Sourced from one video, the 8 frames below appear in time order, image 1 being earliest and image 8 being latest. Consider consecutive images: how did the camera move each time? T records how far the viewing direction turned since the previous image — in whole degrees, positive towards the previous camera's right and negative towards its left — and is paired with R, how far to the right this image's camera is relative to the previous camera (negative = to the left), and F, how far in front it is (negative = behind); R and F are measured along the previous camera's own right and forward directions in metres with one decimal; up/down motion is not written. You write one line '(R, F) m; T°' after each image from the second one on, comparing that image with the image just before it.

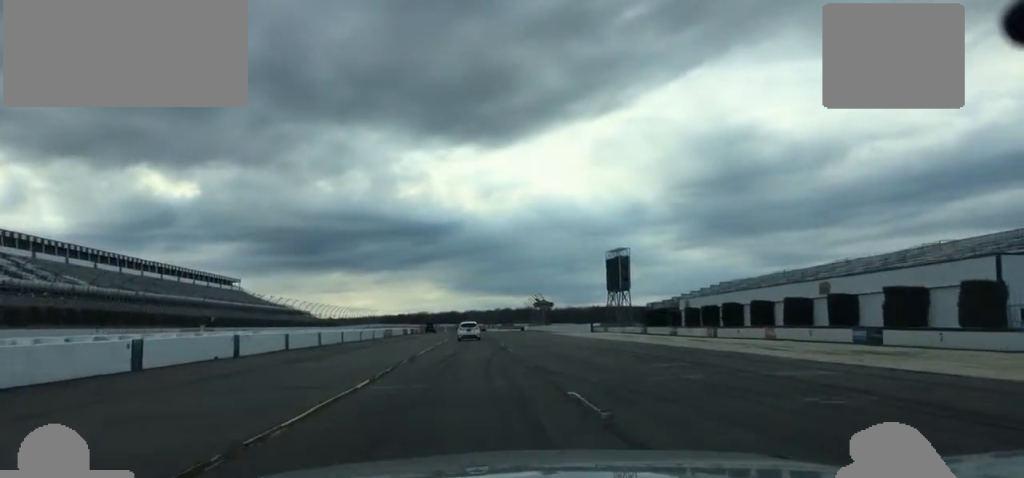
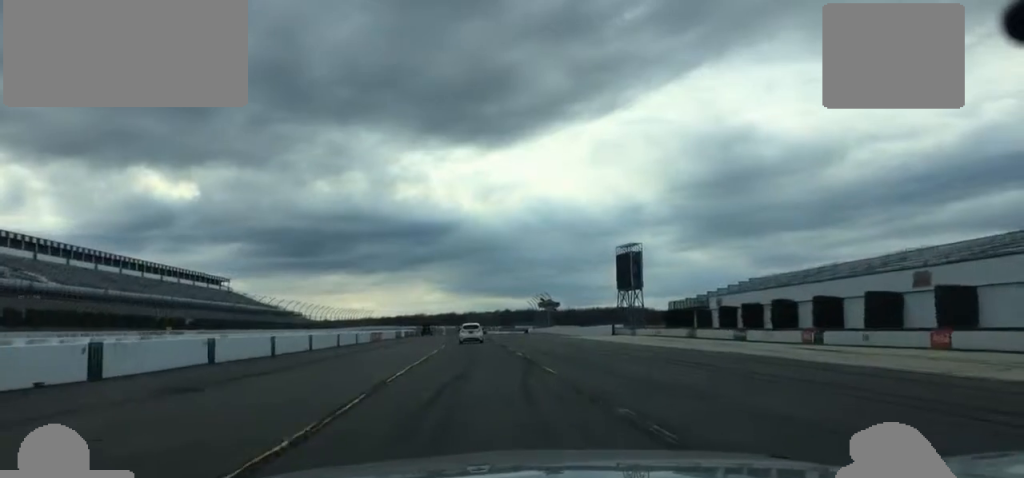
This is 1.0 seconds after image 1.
(+0.7, +14.2) m; +2°
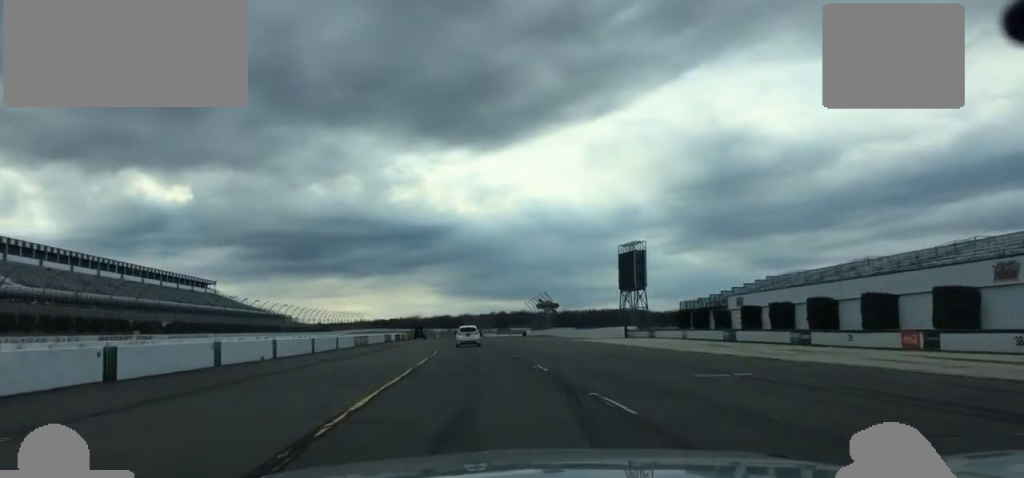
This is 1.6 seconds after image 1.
(-0.1, +8.9) m; +1°
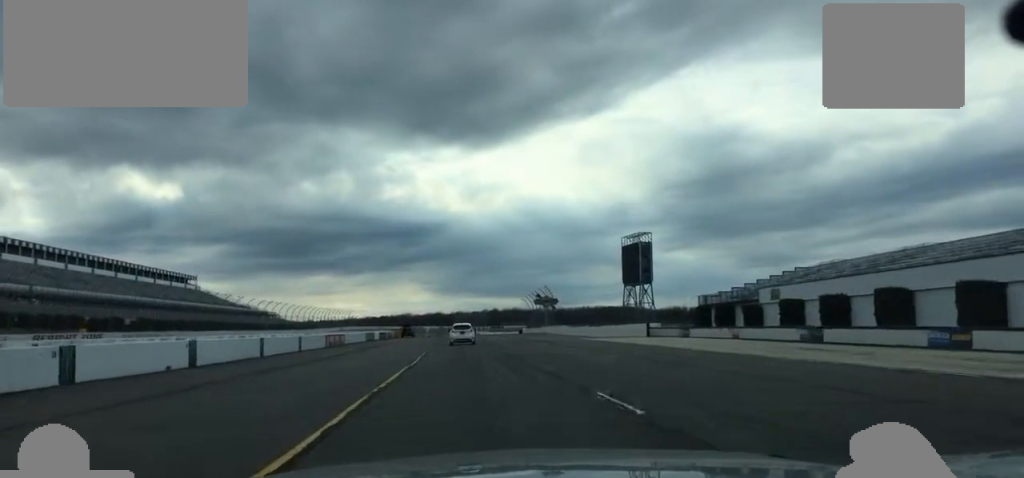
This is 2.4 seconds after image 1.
(0.0, +12.0) m; +1°
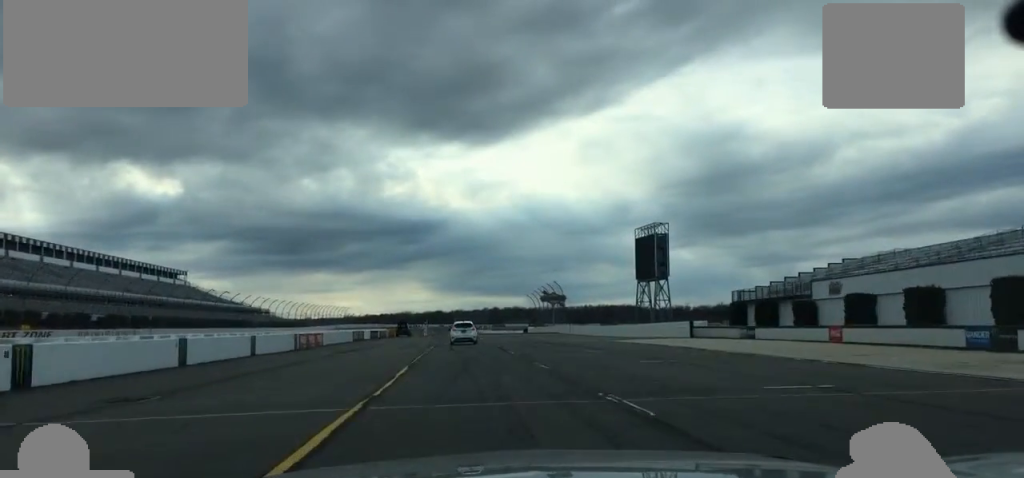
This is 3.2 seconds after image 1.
(+0.6, +12.2) m; +1°
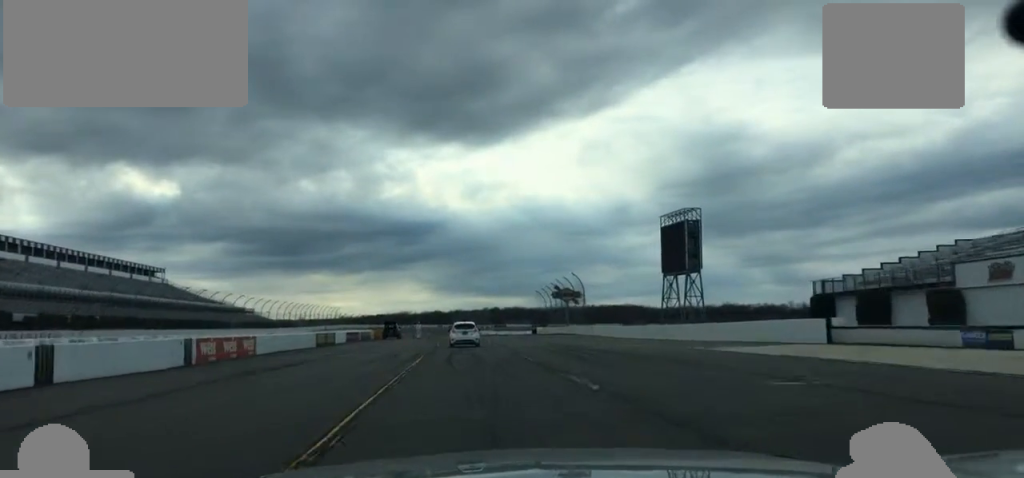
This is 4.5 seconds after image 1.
(0.0, +20.4) m; +2°
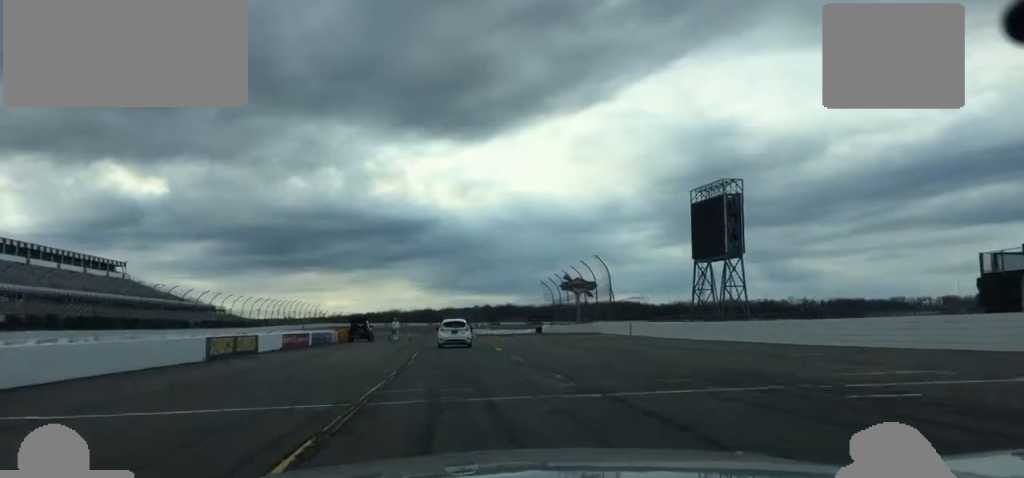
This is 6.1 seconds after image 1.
(-0.1, +23.3) m; -3°
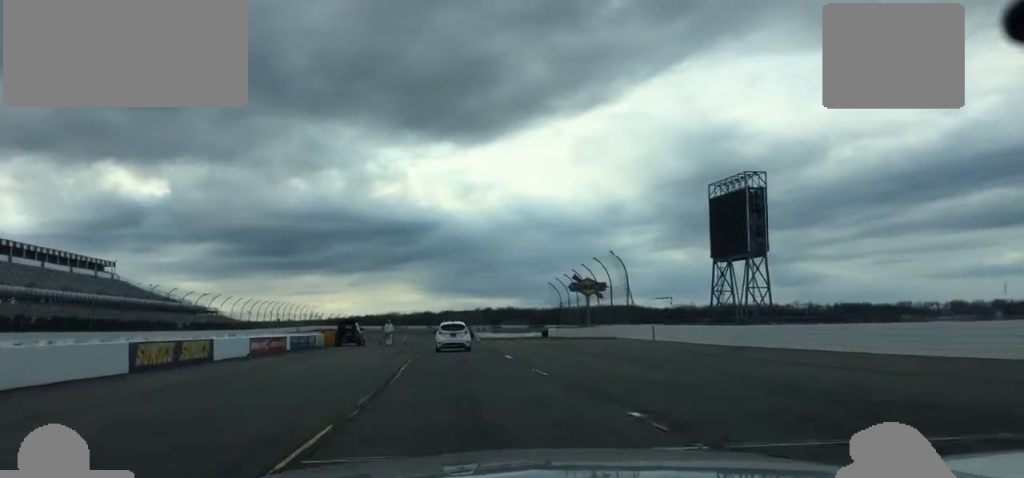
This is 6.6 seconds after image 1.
(0.0, +7.7) m; +2°
